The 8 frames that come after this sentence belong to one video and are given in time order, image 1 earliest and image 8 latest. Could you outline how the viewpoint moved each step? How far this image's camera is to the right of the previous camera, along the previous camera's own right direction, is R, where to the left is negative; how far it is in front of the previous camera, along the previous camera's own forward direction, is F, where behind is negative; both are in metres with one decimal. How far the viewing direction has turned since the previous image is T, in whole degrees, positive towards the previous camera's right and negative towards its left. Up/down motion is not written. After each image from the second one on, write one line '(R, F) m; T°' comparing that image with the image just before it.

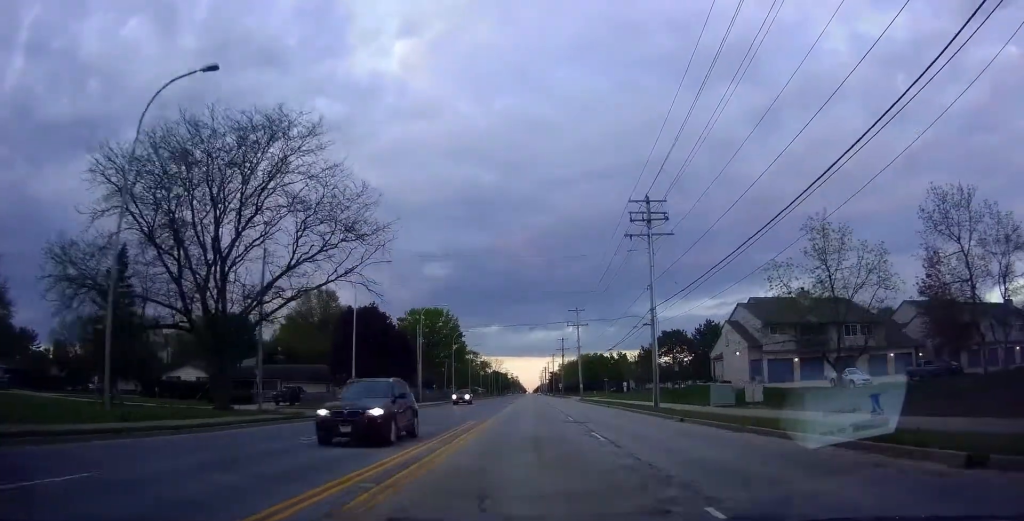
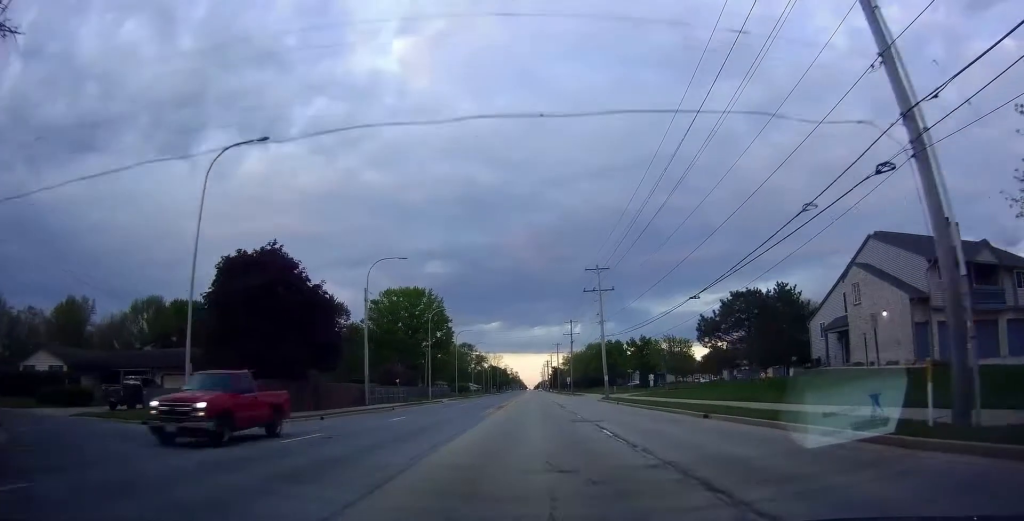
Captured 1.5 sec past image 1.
(0.0, +26.3) m; 0°
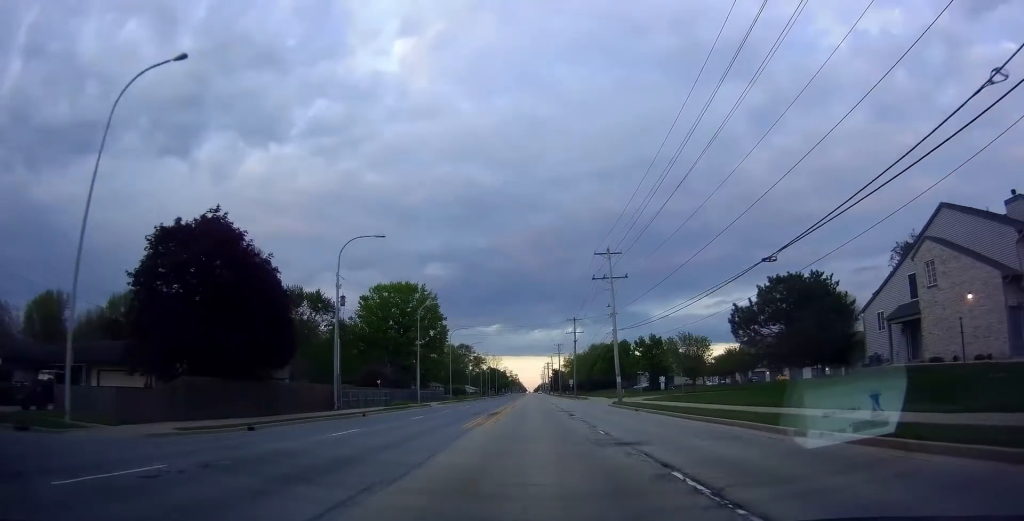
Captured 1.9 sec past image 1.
(0.0, +8.4) m; 0°
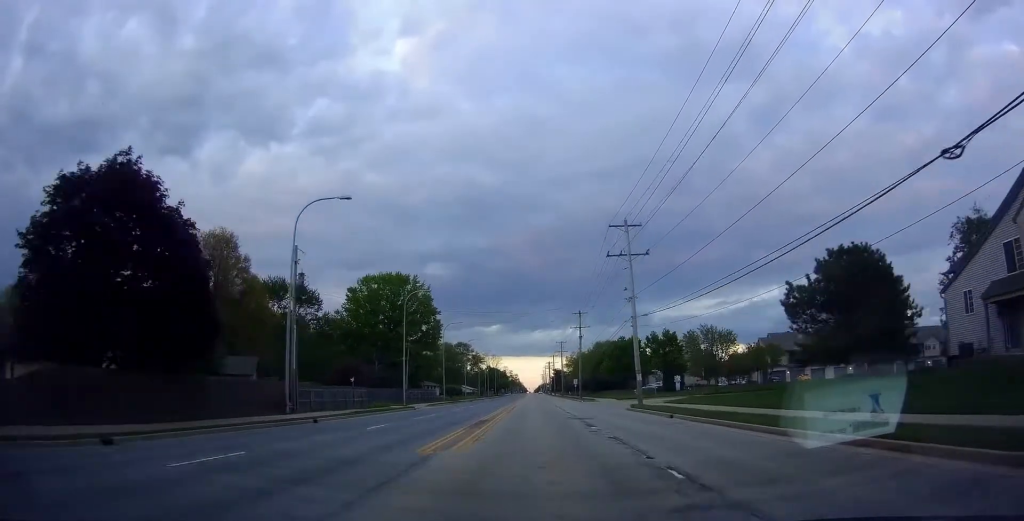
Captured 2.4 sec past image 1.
(0.0, +9.1) m; 0°
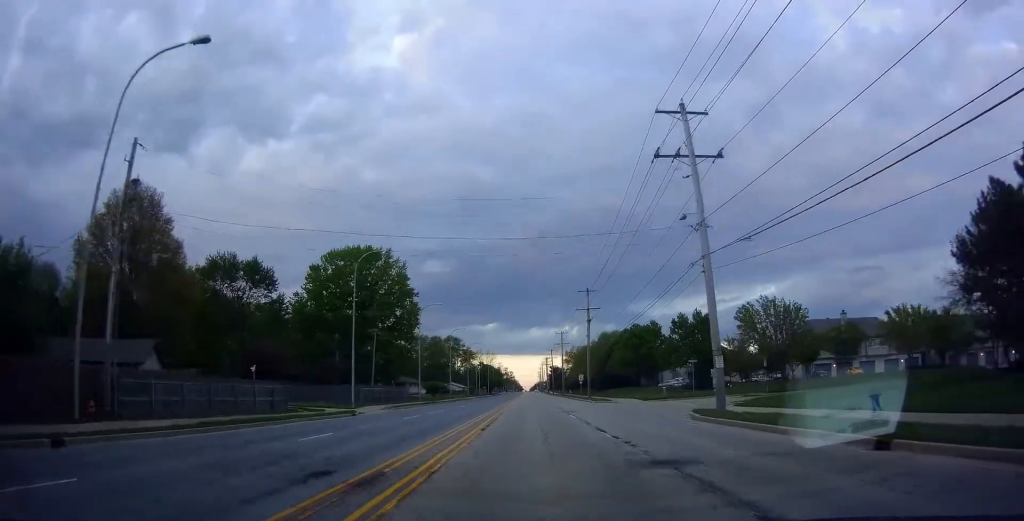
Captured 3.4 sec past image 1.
(0.0, +17.6) m; 0°
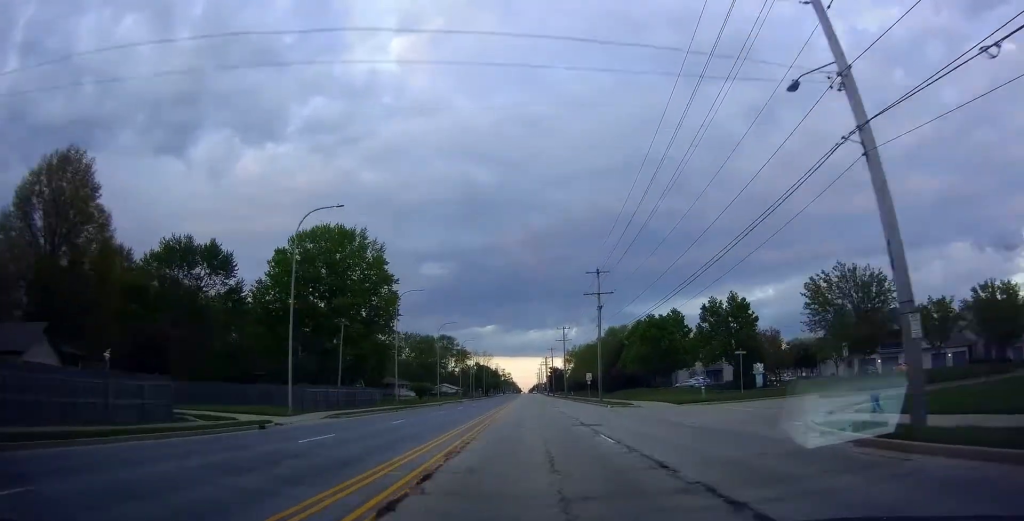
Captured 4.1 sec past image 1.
(0.0, +13.3) m; +1°
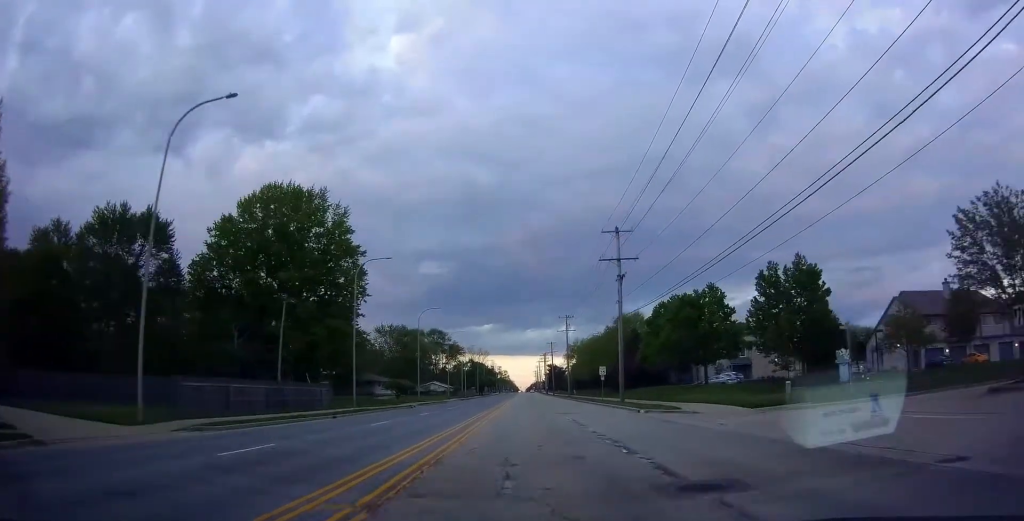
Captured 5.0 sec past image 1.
(0.0, +15.1) m; +1°
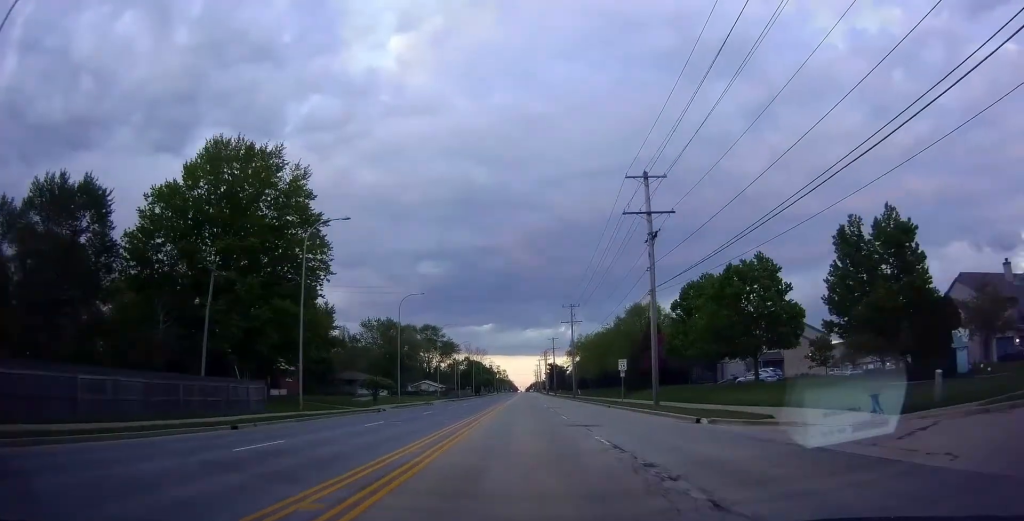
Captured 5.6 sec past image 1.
(+0.4, +12.0) m; 0°
